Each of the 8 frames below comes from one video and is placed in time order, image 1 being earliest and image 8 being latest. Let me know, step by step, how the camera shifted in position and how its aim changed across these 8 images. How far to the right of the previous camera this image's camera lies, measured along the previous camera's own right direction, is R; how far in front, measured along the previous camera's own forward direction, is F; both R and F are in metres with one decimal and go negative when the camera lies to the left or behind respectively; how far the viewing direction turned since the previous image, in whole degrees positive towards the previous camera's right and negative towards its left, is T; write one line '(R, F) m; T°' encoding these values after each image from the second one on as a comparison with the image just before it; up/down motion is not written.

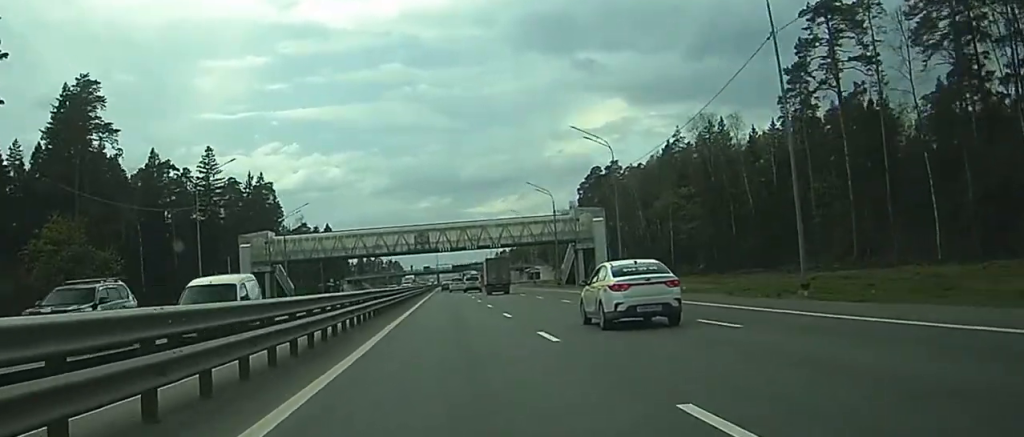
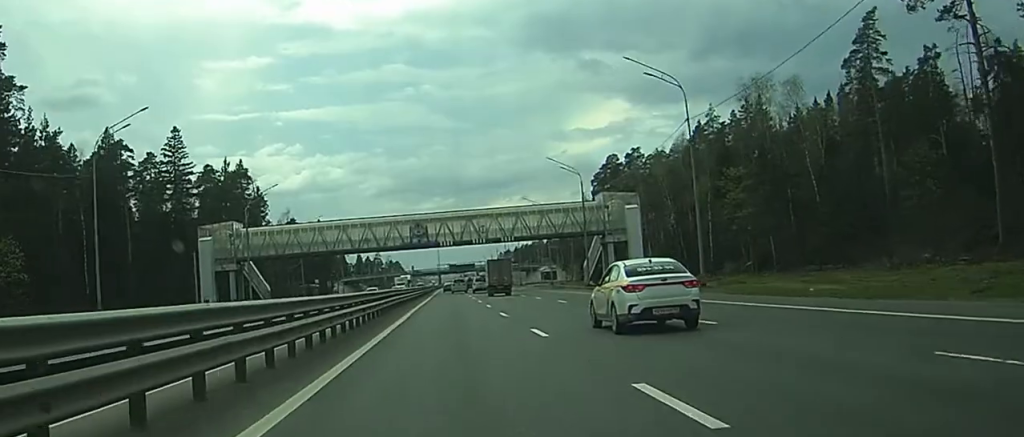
(0.0, +21.7) m; 0°
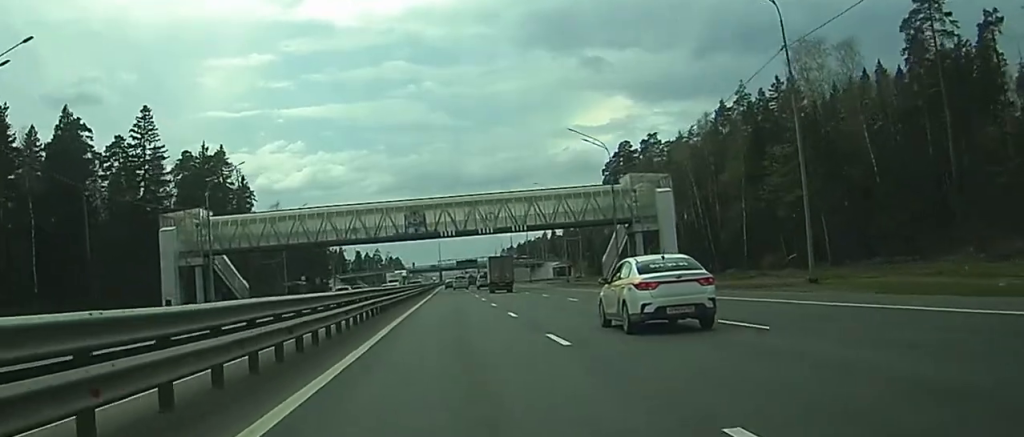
(-0.1, +14.8) m; 0°
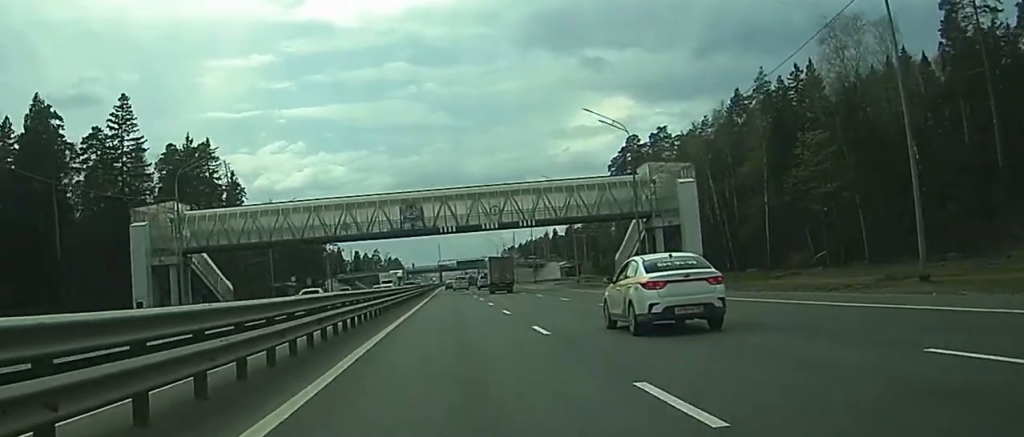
(+0.1, +8.6) m; 0°
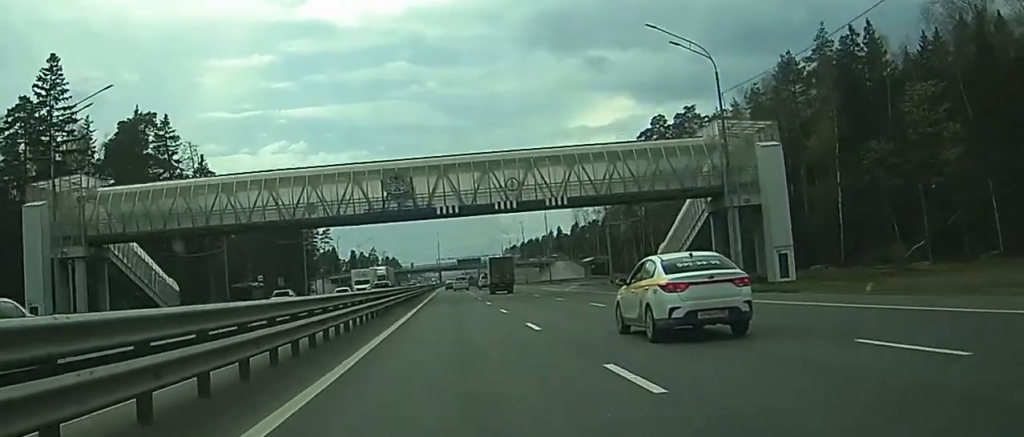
(-0.2, +21.6) m; -2°
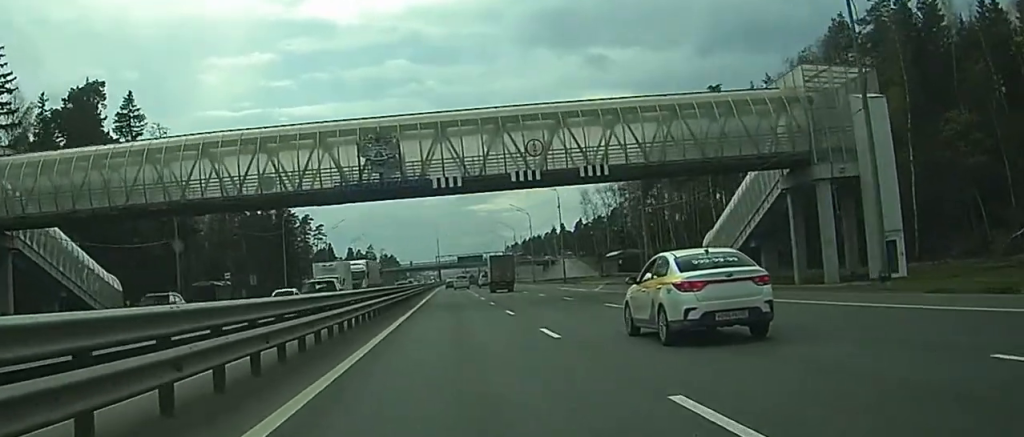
(-0.3, +15.3) m; -1°
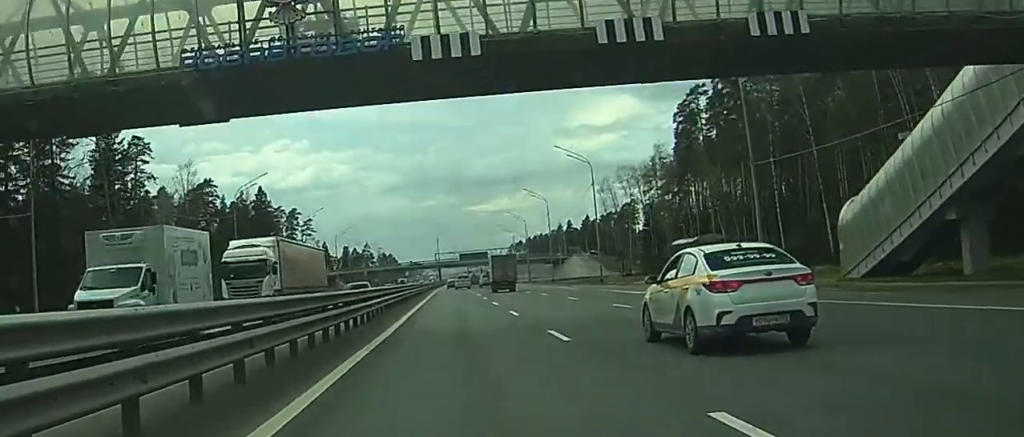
(-0.1, +25.1) m; 0°
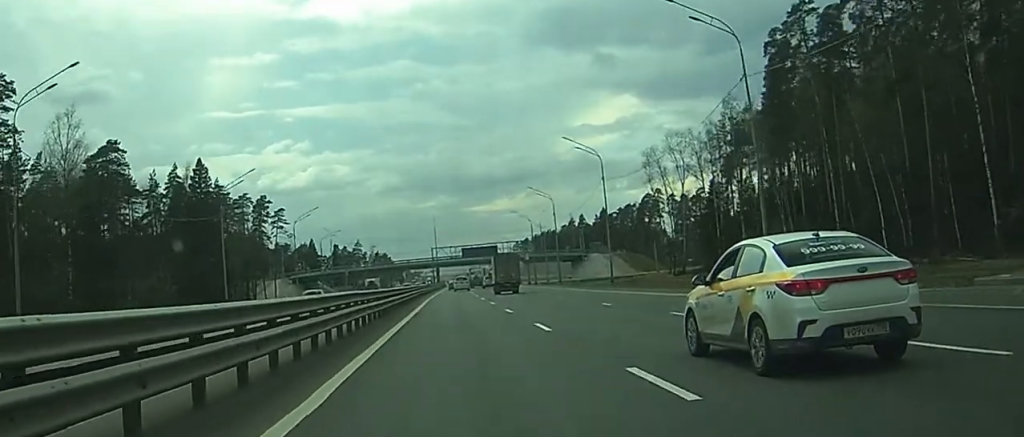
(+0.2, +43.5) m; 0°
